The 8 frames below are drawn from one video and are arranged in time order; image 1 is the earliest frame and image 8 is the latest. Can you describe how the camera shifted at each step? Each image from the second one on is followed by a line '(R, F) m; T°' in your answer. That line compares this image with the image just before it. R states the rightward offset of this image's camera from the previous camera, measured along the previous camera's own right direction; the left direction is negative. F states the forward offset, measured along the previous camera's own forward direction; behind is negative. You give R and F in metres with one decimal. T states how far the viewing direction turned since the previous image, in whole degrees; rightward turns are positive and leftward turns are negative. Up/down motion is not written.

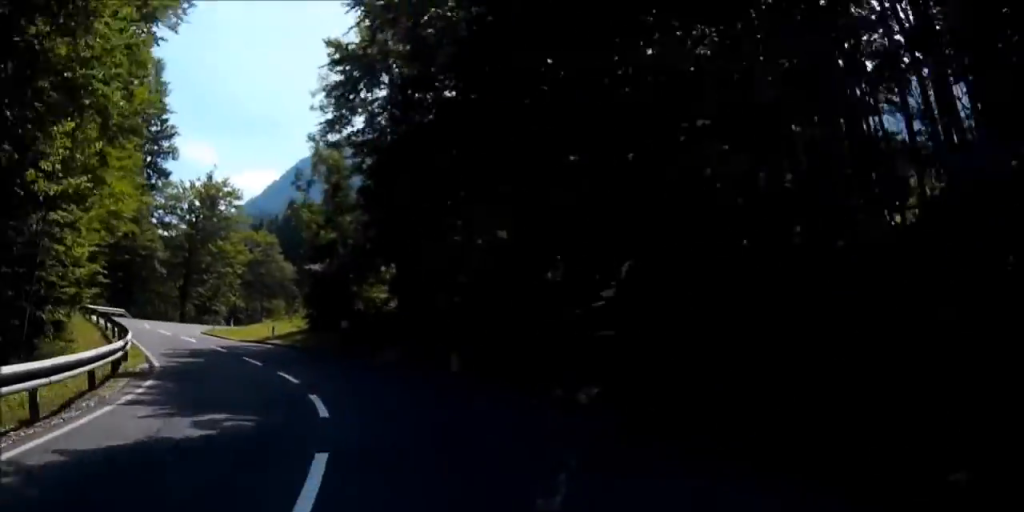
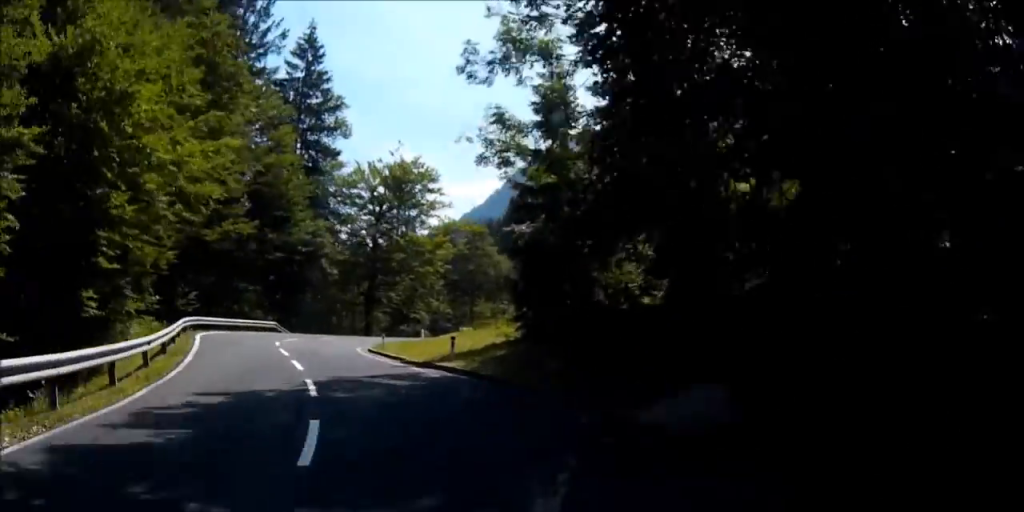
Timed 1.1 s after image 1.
(-1.8, +13.5) m; -10°
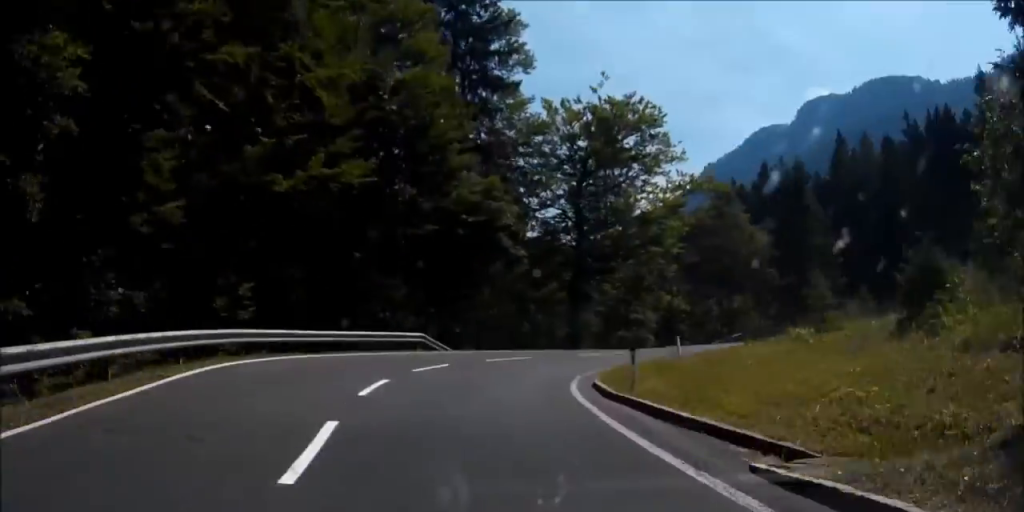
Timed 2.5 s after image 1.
(-1.3, +15.6) m; +7°
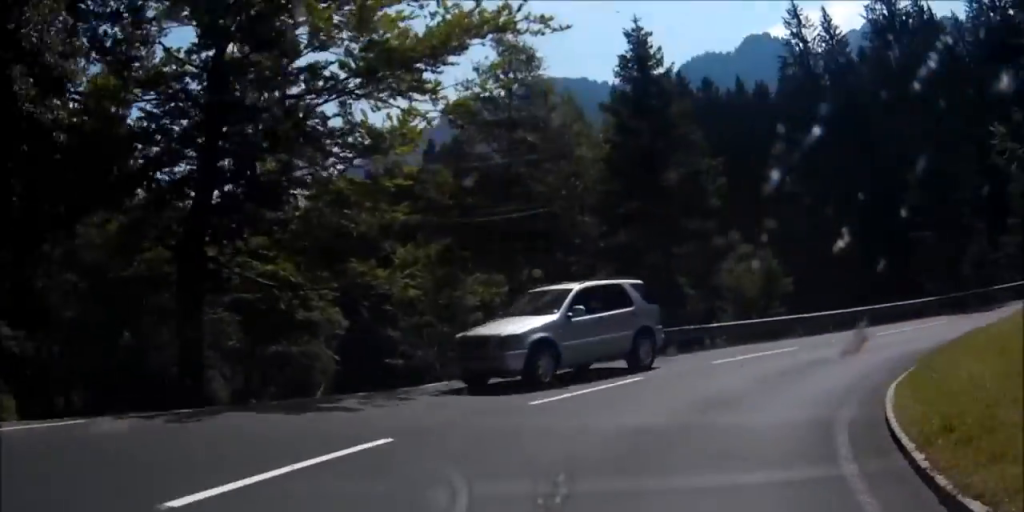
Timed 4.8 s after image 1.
(+4.6, +21.1) m; +47°
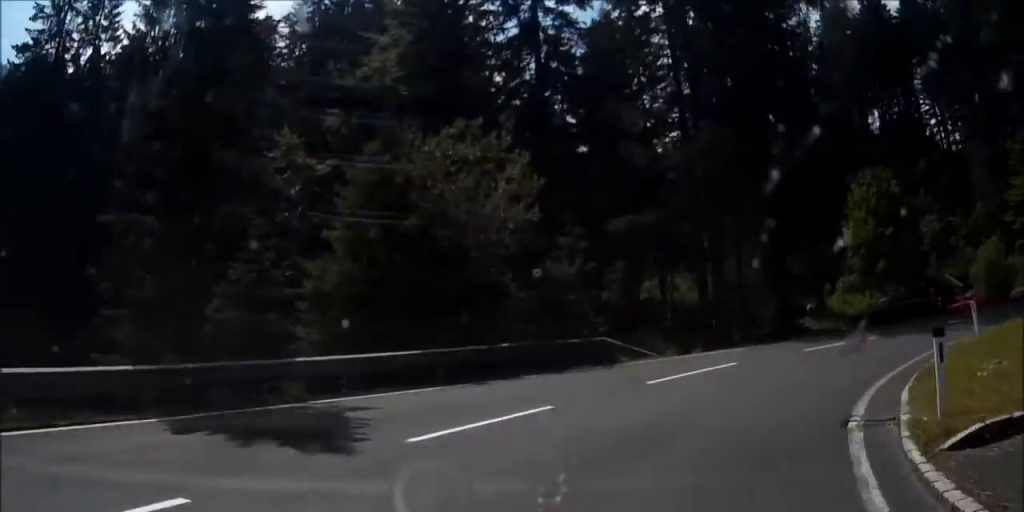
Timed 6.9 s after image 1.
(+9.4, +14.6) m; +64°
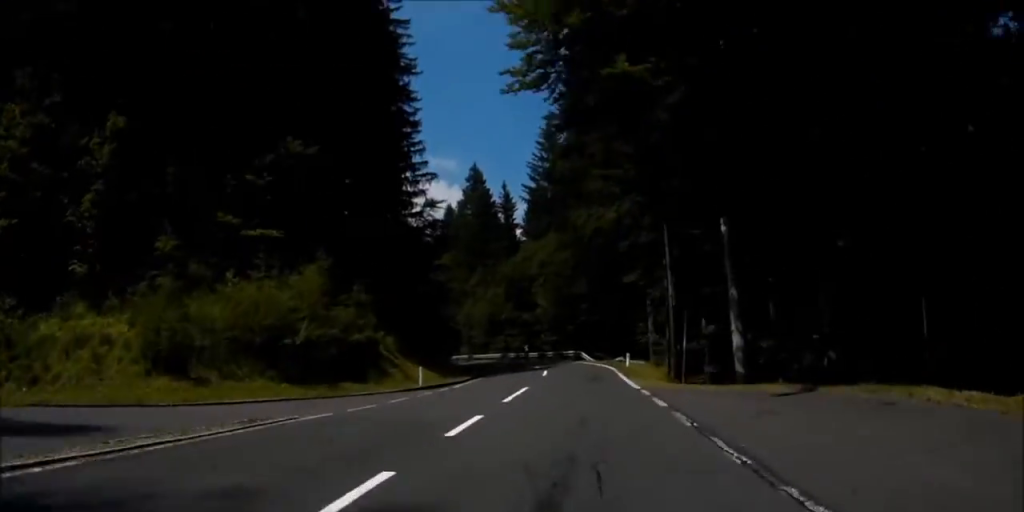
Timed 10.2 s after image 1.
(+18.7, +24.7) m; +48°
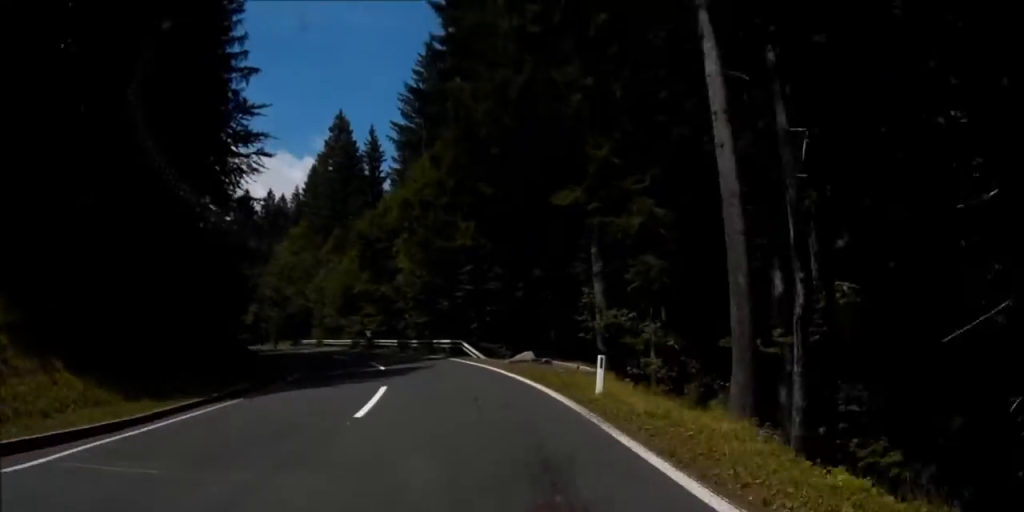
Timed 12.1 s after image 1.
(+1.4, +22.2) m; 0°
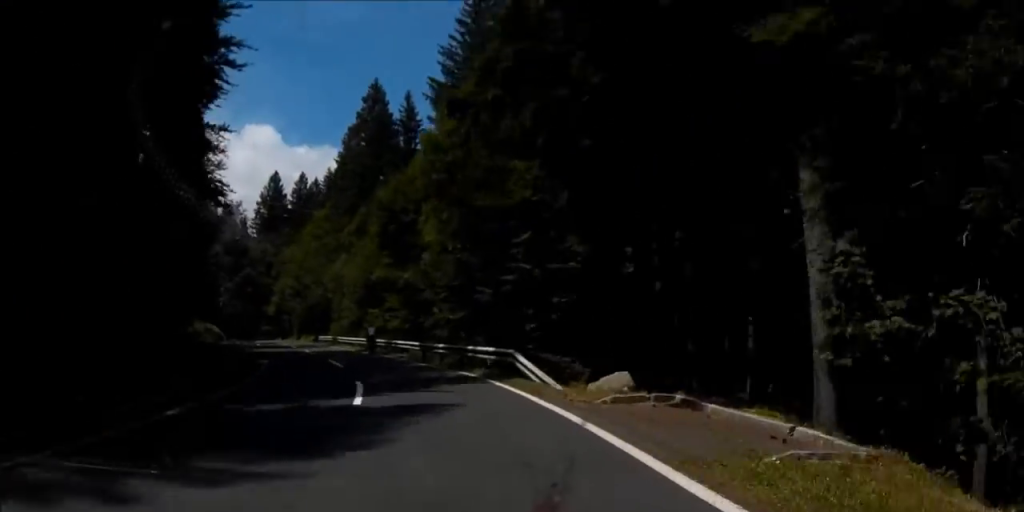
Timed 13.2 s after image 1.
(+0.4, +12.9) m; -4°
